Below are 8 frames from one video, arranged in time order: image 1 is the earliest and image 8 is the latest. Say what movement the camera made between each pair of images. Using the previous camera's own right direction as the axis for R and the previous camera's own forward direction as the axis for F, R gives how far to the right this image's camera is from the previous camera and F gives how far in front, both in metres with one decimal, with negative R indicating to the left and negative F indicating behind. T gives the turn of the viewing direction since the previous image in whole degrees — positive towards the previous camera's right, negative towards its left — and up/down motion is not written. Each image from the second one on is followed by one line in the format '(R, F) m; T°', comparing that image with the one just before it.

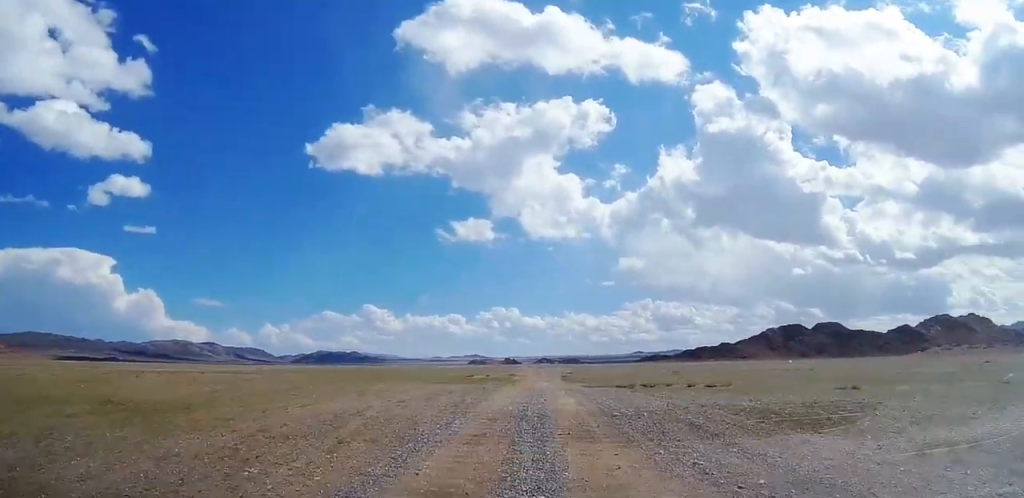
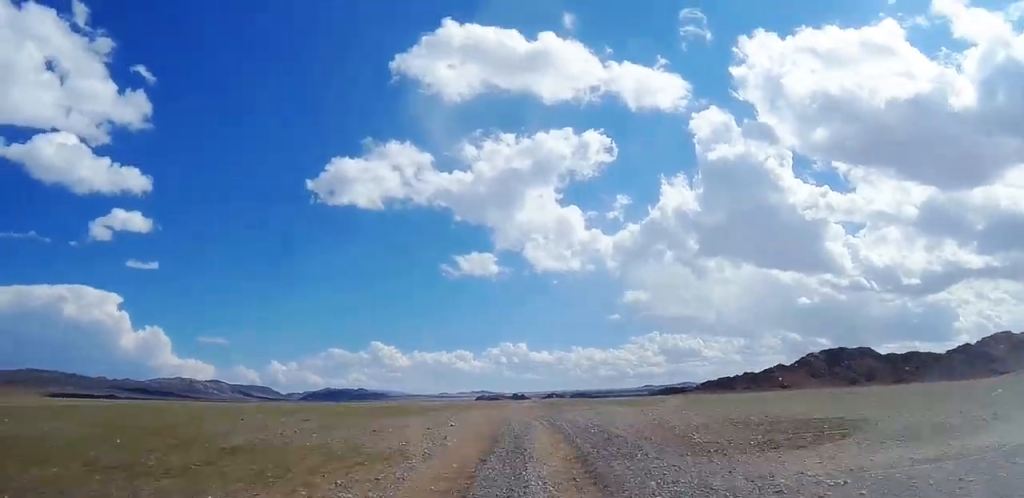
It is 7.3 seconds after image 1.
(+0.8, +81.3) m; +1°
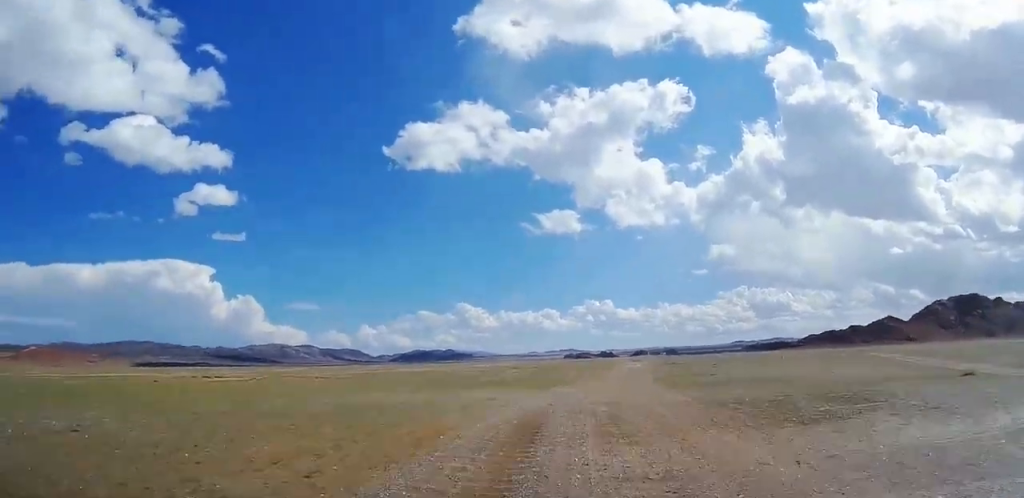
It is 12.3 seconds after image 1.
(+0.4, +58.4) m; 0°
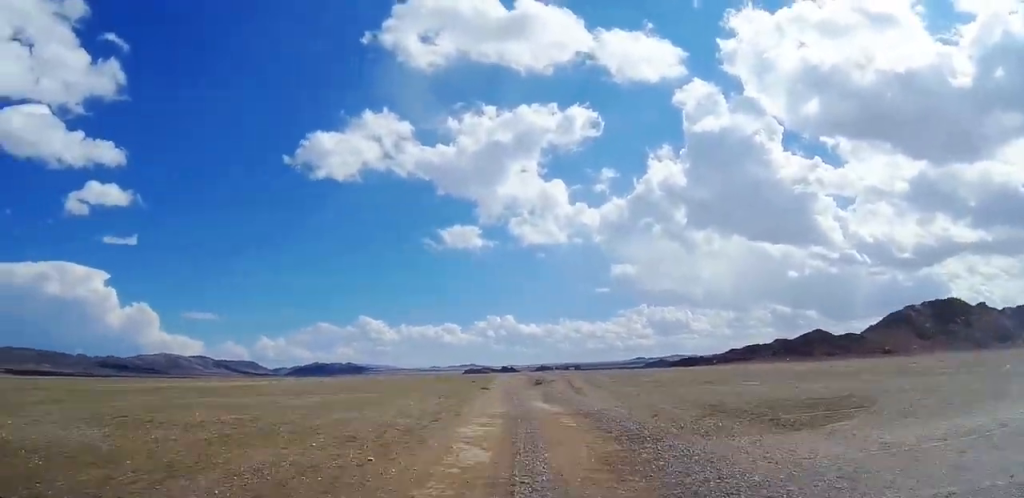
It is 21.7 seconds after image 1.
(-0.8, +108.2) m; -1°
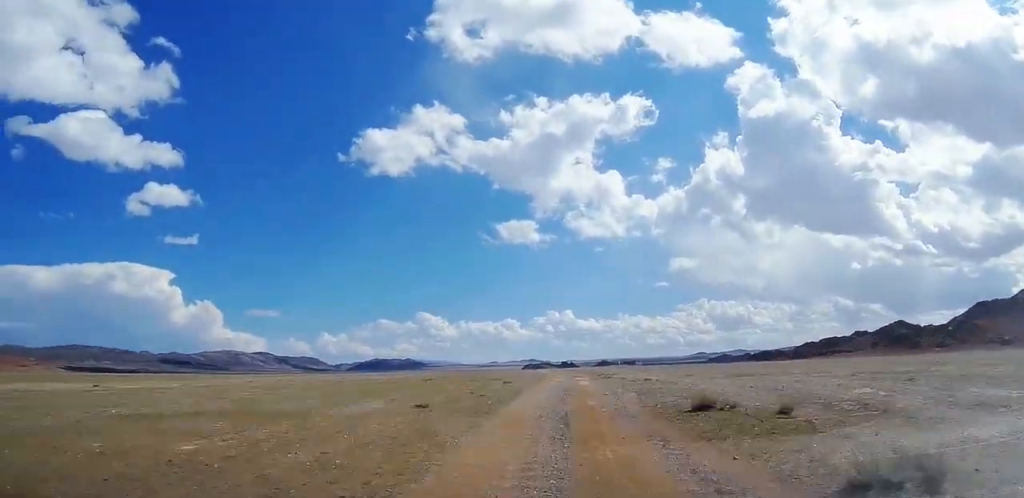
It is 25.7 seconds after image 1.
(-0.1, +46.2) m; -1°
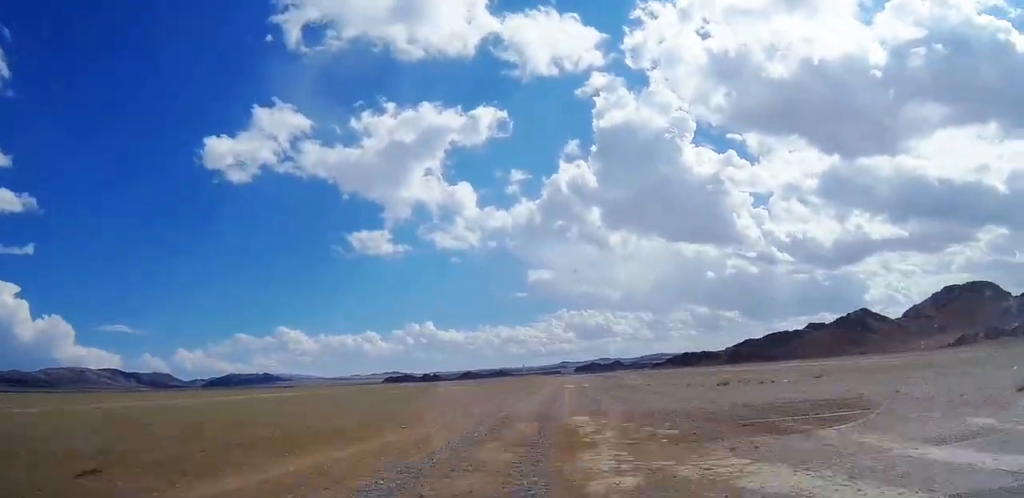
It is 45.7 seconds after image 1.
(+22.3, +223.3) m; +14°
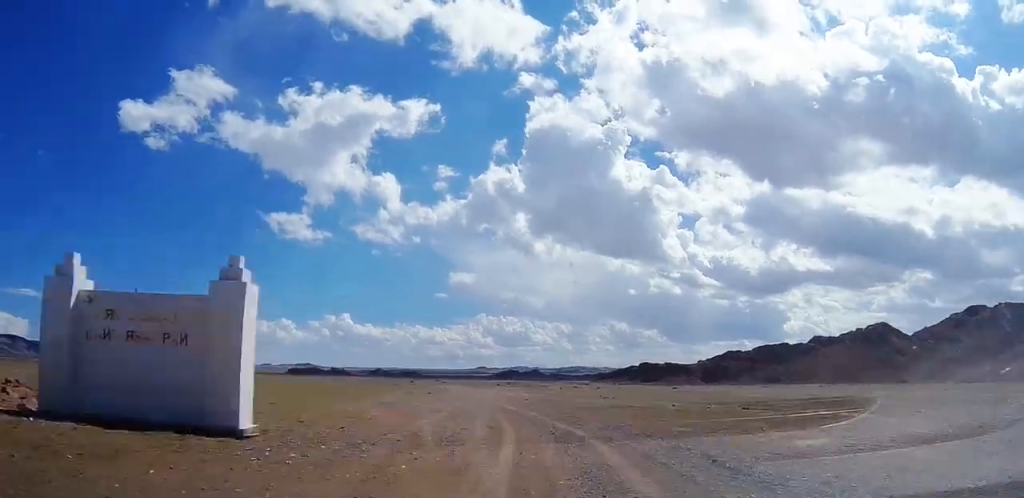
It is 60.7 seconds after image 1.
(+1.0, +163.2) m; -3°
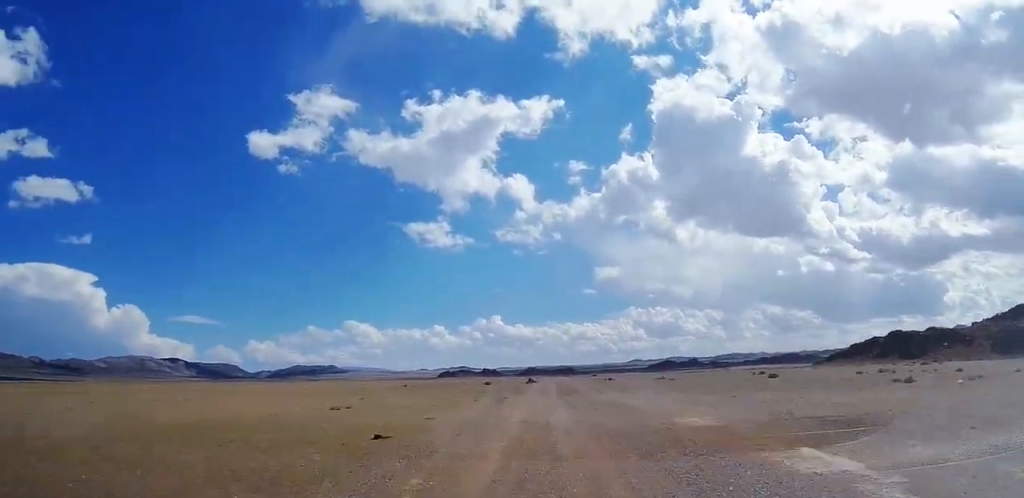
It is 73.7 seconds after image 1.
(-8.8, +149.6) m; -4°
